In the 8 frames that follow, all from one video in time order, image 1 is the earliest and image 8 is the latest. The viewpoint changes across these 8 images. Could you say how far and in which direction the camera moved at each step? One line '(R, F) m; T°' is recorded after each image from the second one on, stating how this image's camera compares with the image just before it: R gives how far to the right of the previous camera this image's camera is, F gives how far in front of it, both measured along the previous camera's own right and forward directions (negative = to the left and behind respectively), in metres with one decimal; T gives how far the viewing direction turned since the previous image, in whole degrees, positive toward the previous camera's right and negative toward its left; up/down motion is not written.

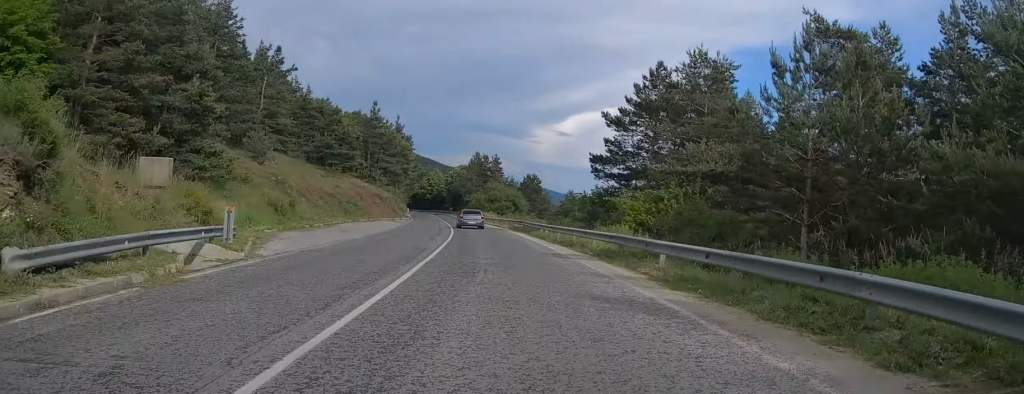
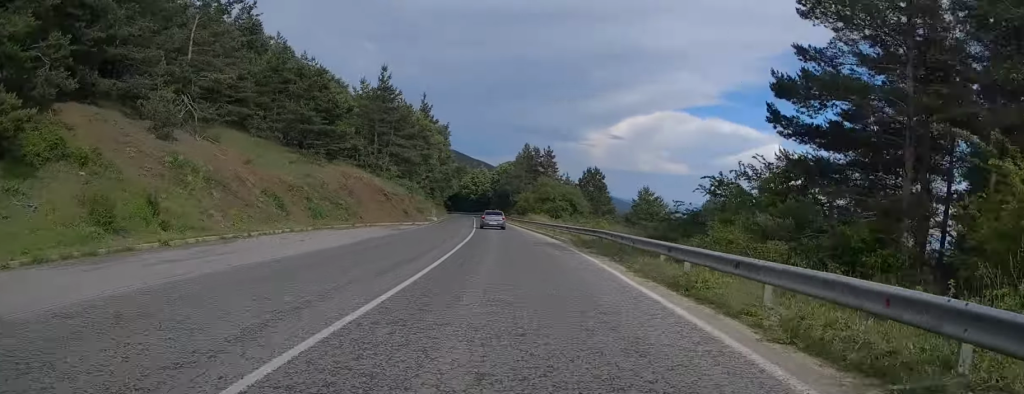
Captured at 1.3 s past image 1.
(-0.9, +21.9) m; -3°
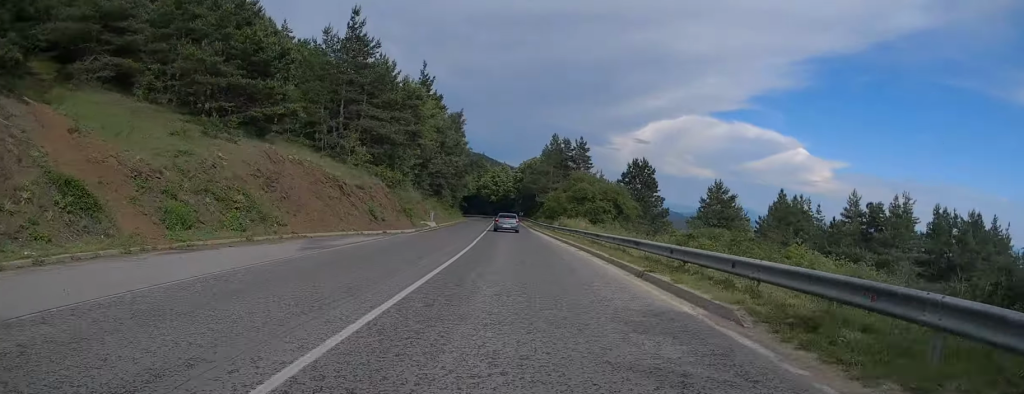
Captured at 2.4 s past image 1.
(-0.1, +19.2) m; -2°
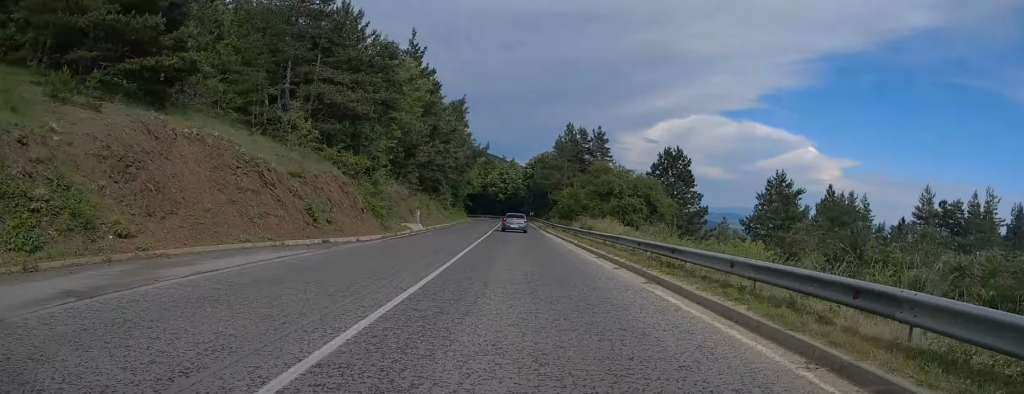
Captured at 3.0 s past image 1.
(-0.2, +11.7) m; -1°
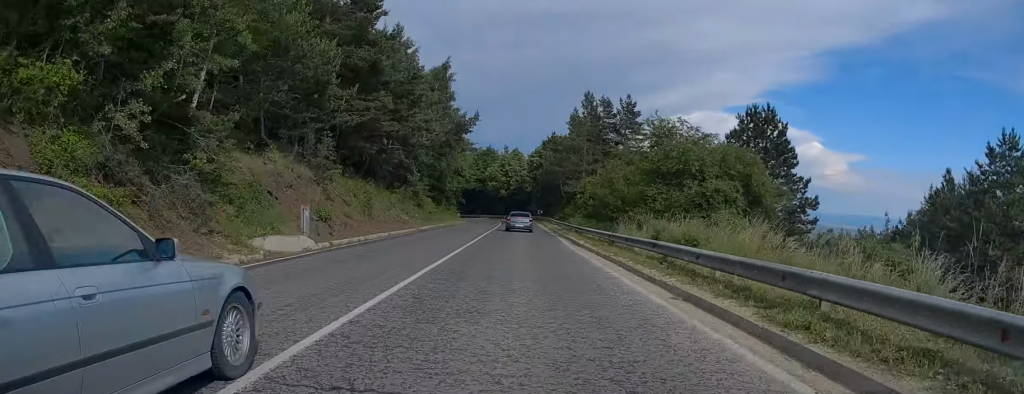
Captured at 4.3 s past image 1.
(0.0, +22.5) m; 0°
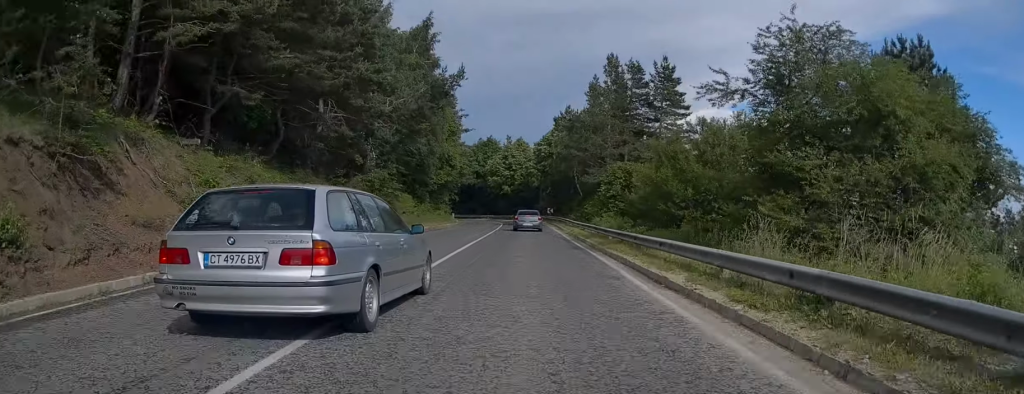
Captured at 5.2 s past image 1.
(-0.2, +16.1) m; -1°
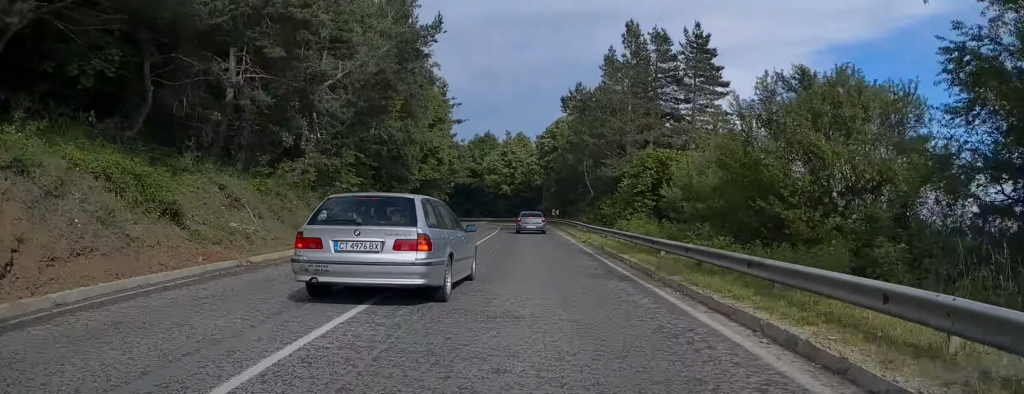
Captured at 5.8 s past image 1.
(-0.1, +10.1) m; 0°
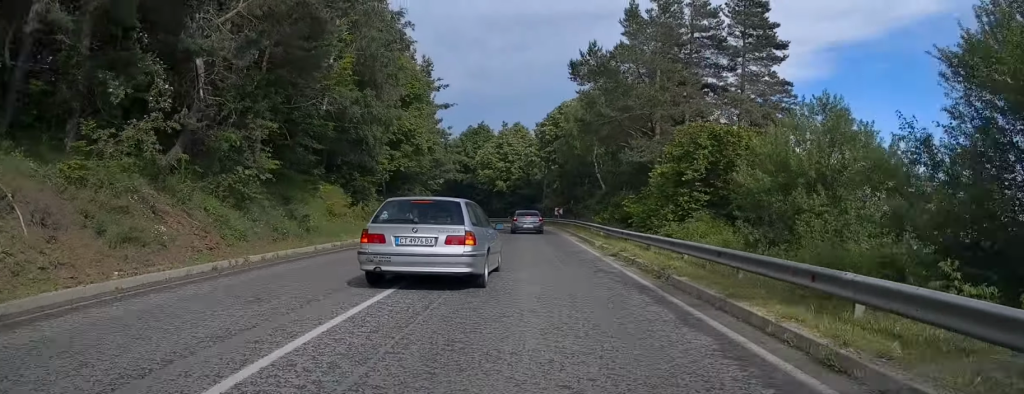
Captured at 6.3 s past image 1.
(0.0, +10.0) m; 0°
